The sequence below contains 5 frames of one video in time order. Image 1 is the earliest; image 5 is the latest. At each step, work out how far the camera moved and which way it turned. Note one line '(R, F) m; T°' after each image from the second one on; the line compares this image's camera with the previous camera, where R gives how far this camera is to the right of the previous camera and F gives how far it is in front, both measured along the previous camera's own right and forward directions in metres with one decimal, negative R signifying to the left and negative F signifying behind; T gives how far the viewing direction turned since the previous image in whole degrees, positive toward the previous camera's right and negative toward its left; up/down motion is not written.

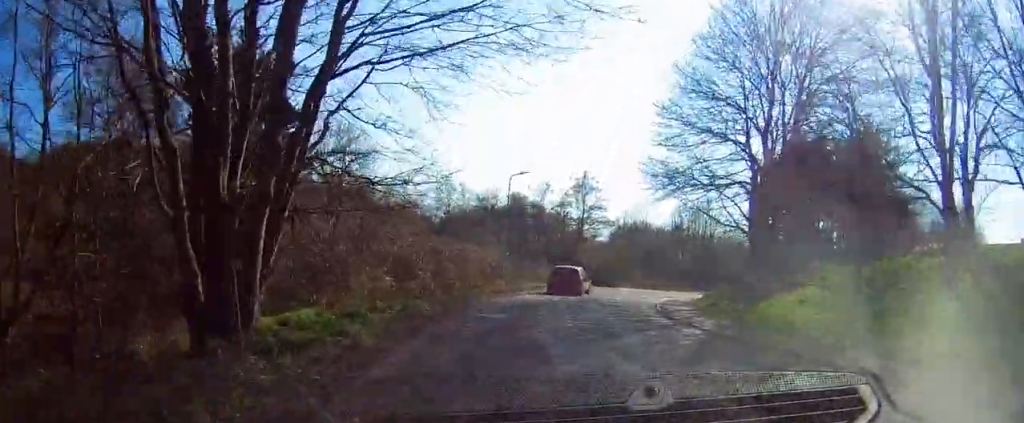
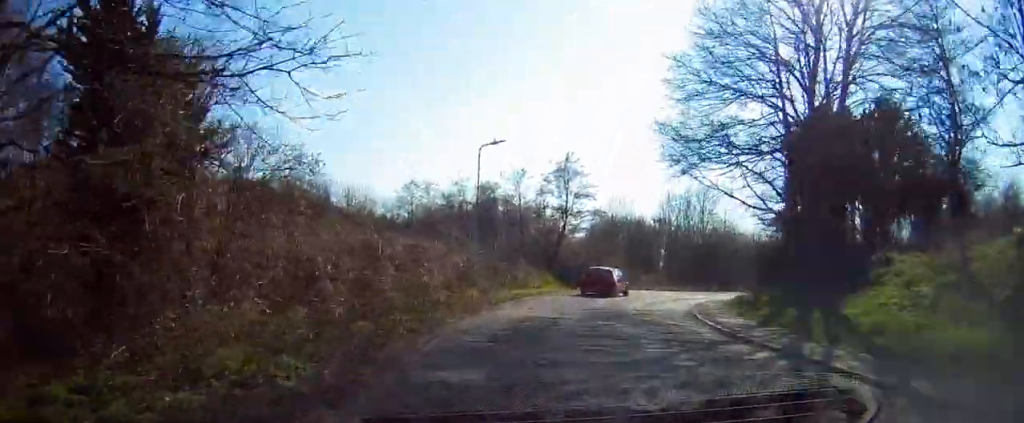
(+0.1, +8.9) m; +2°
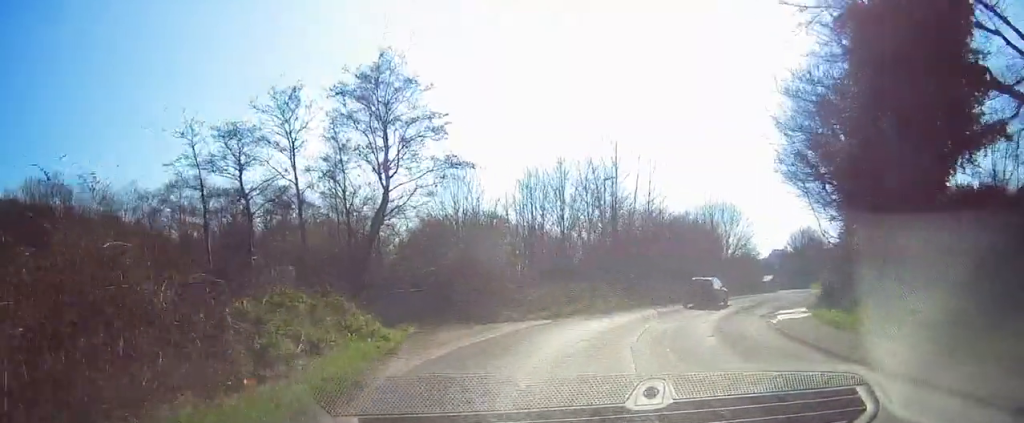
(+2.1, +25.6) m; +13°
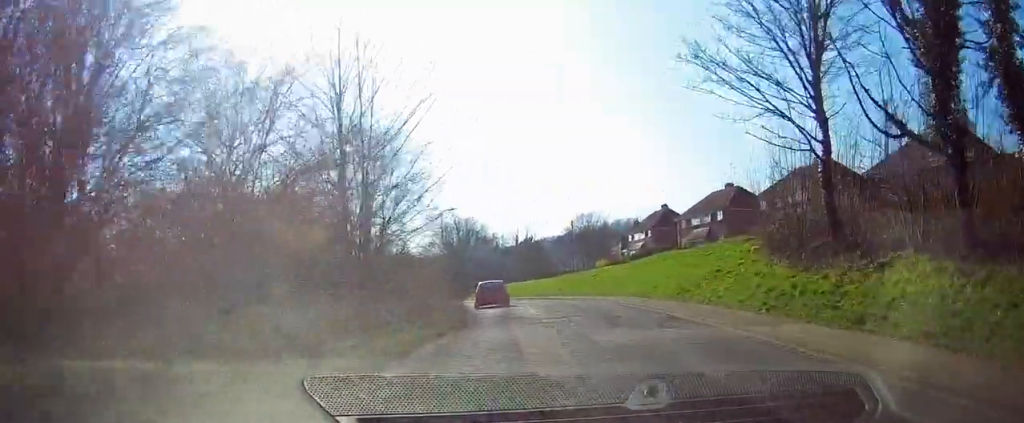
(+12.2, +34.3) m; +34°
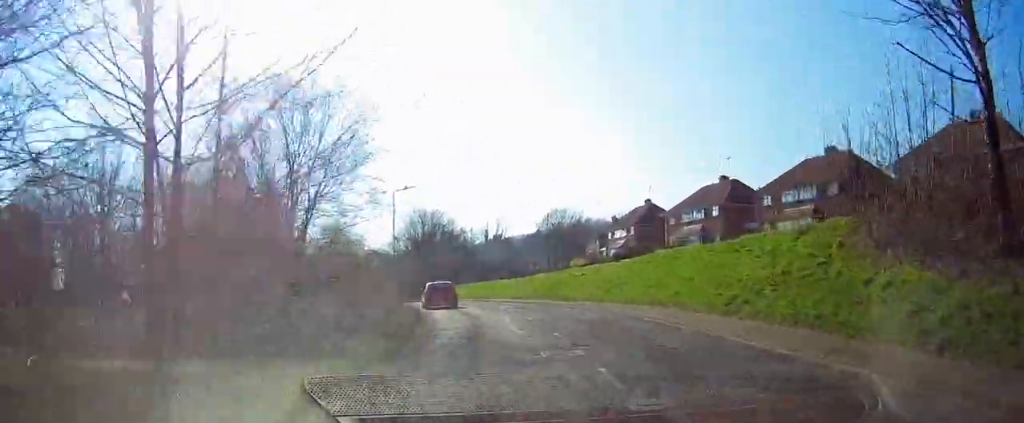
(+0.3, +8.5) m; +3°
